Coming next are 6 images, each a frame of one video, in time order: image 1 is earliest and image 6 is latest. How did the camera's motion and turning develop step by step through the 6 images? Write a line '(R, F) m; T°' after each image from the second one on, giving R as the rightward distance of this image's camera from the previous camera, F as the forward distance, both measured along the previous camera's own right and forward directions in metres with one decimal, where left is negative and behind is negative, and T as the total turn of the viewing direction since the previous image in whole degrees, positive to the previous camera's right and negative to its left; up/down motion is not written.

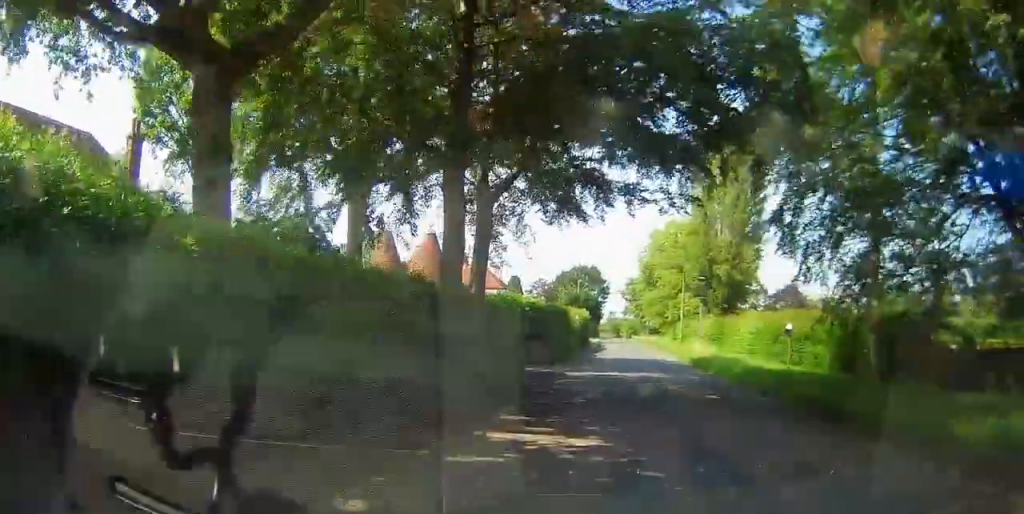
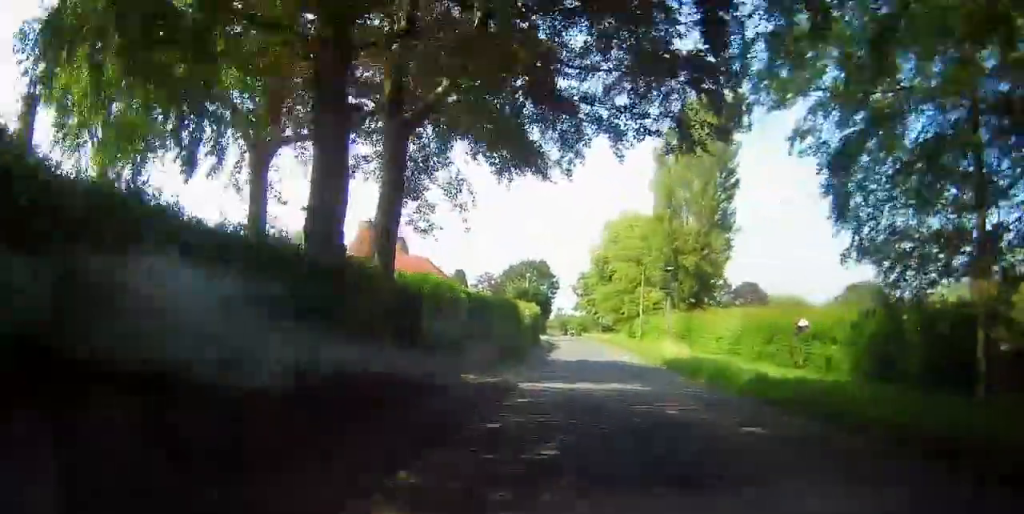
(+0.4, +5.6) m; +3°
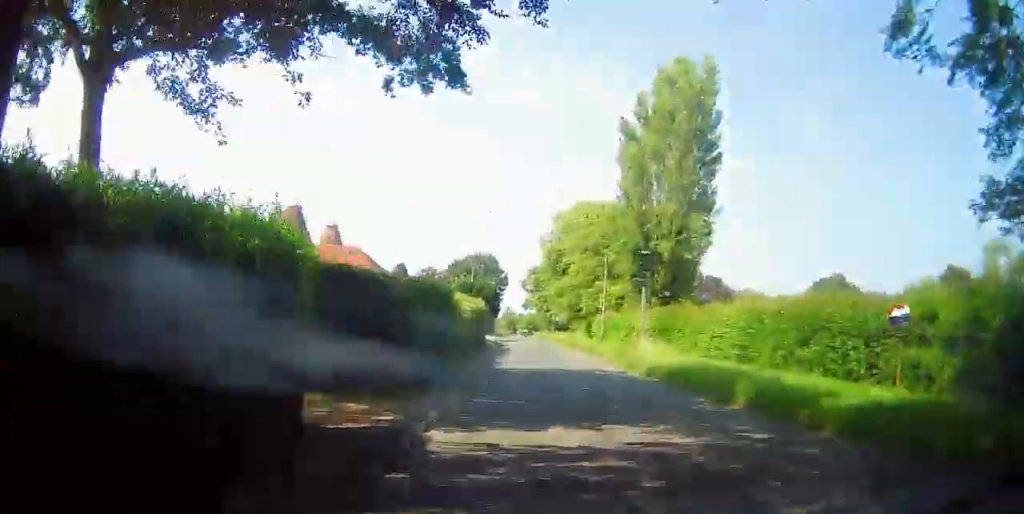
(+0.4, +8.1) m; +3°
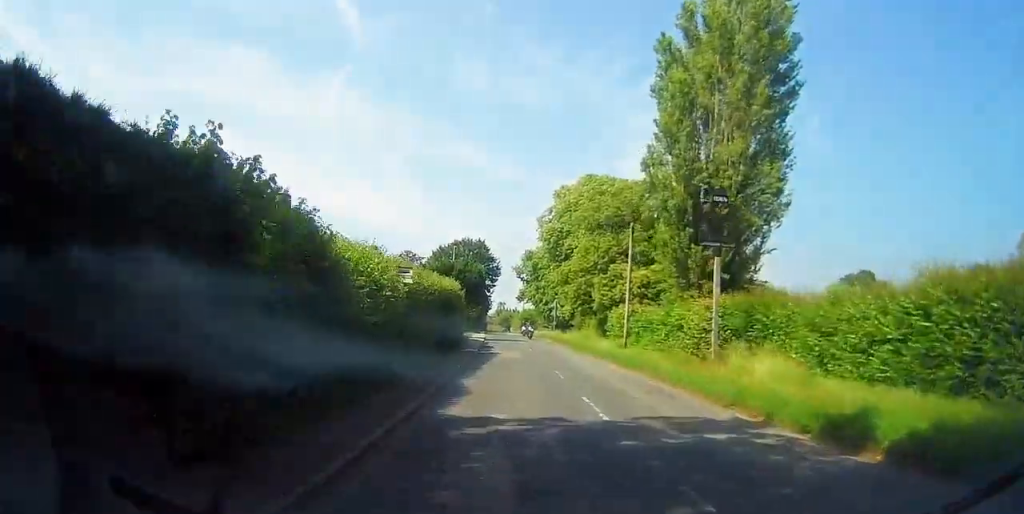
(-0.1, +13.6) m; -2°
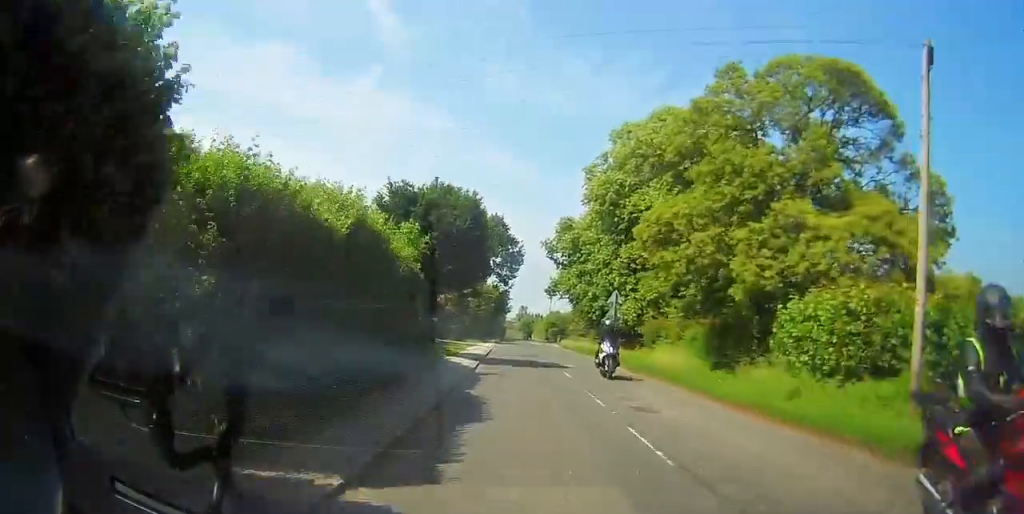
(-0.1, +26.8) m; +1°
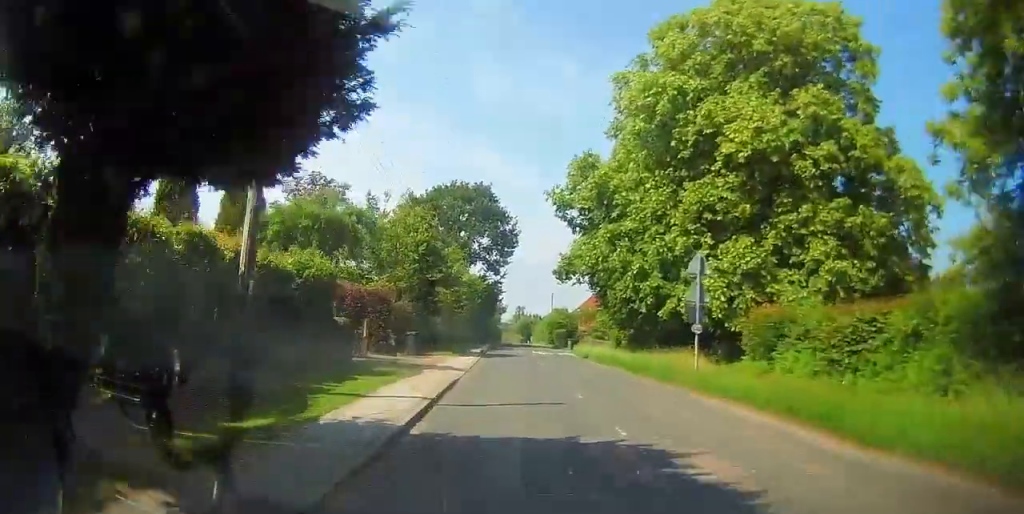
(0.0, +18.4) m; 0°
